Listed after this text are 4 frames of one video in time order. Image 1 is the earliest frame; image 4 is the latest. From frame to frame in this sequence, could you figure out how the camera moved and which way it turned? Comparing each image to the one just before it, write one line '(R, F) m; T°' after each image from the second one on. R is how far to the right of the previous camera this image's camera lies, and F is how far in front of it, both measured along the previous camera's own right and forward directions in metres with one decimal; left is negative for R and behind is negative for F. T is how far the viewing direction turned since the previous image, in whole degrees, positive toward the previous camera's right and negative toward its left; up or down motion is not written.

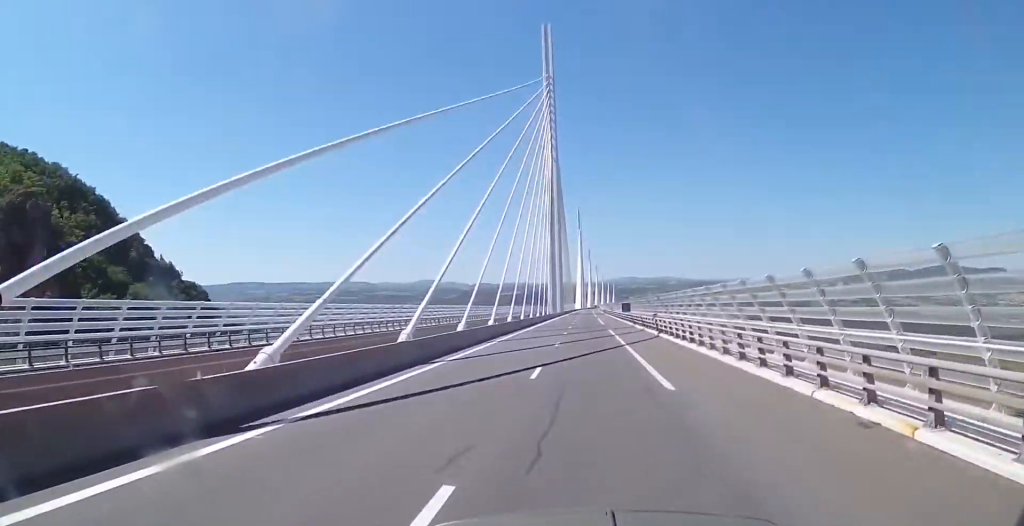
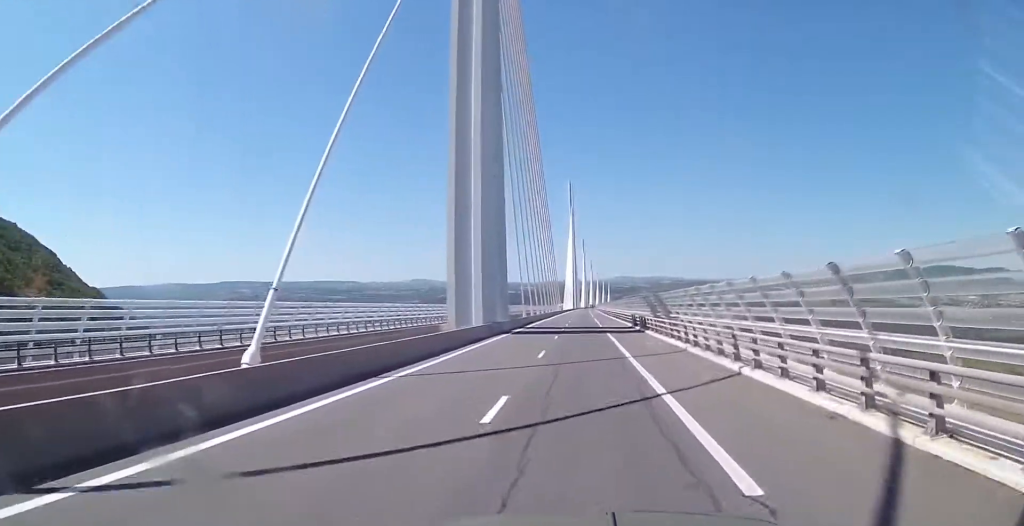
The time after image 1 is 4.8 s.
(-0.3, +112.7) m; -1°
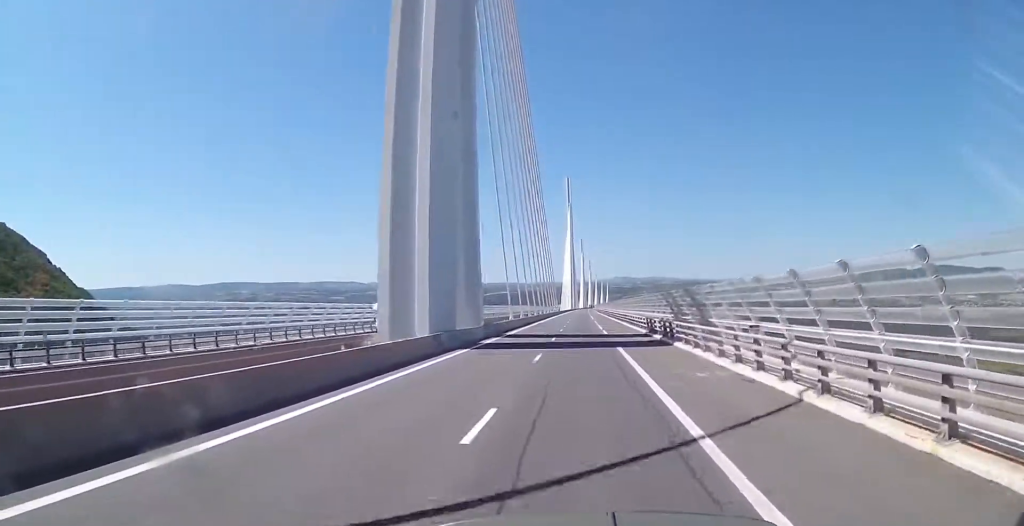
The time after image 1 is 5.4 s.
(0.0, +14.1) m; 0°
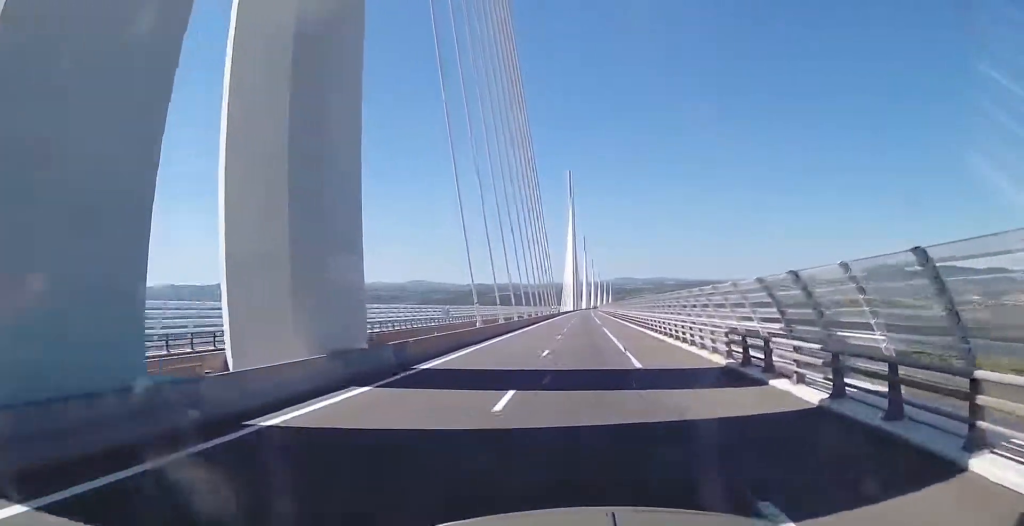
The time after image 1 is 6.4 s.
(+0.2, +23.9) m; 0°
